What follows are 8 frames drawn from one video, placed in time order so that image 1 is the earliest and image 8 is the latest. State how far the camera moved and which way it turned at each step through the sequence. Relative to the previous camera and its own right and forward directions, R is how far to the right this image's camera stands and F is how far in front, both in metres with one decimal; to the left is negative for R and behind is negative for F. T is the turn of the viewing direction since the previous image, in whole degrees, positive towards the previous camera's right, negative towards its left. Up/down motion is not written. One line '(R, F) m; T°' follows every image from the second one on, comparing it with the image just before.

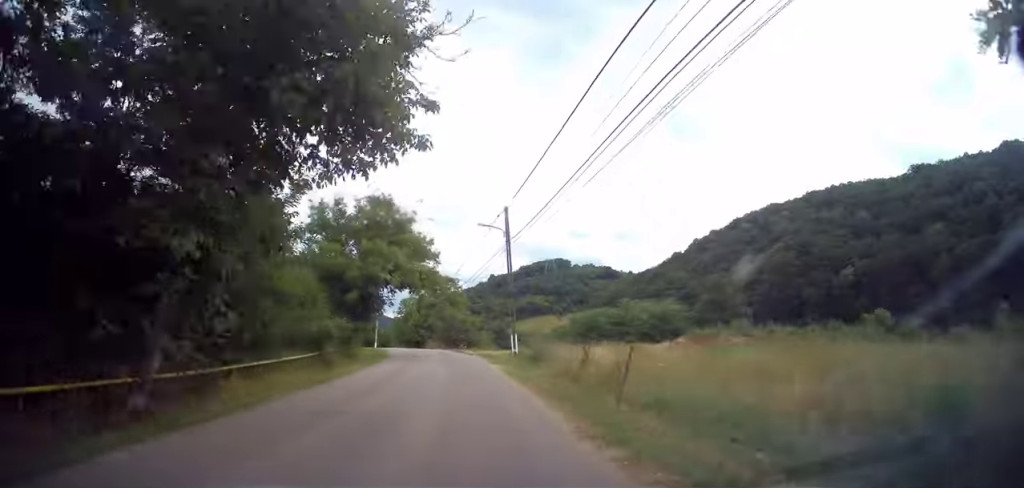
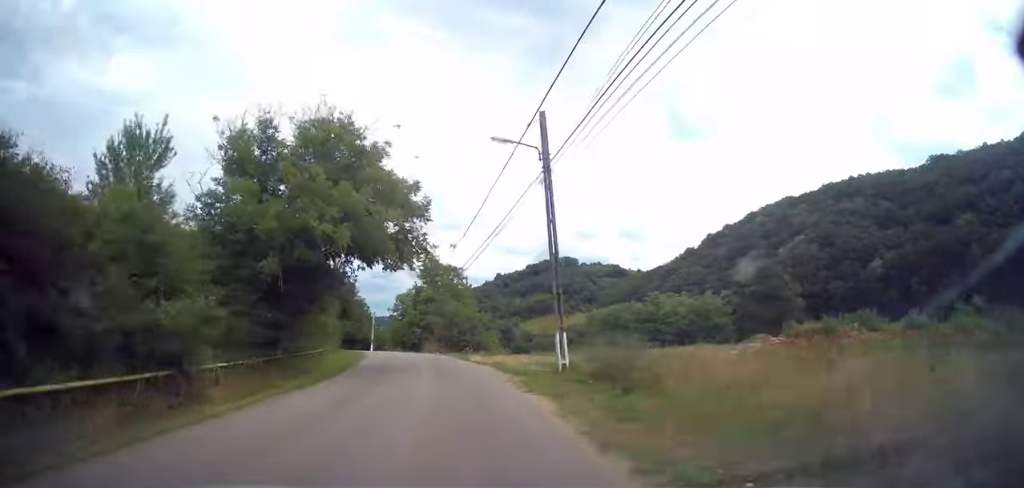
(-0.3, +12.5) m; -3°
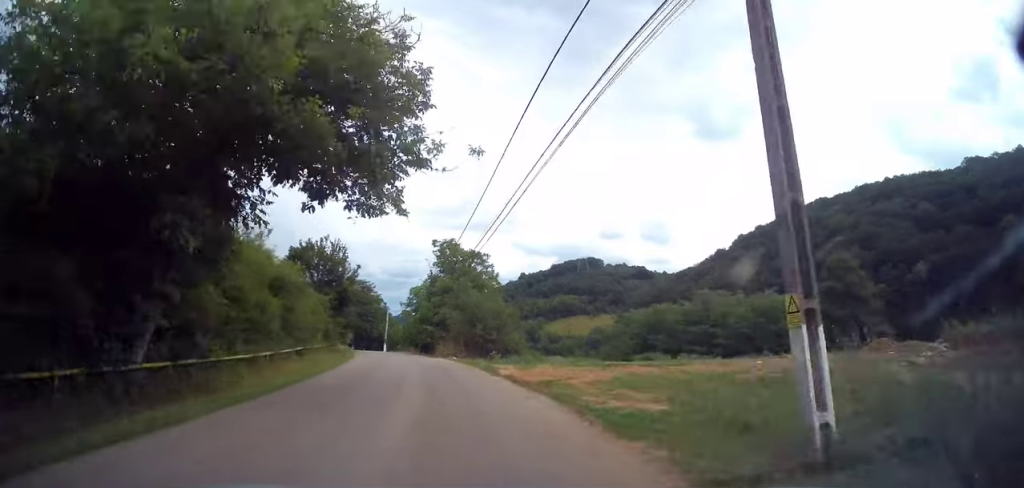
(-0.2, +10.5) m; -2°
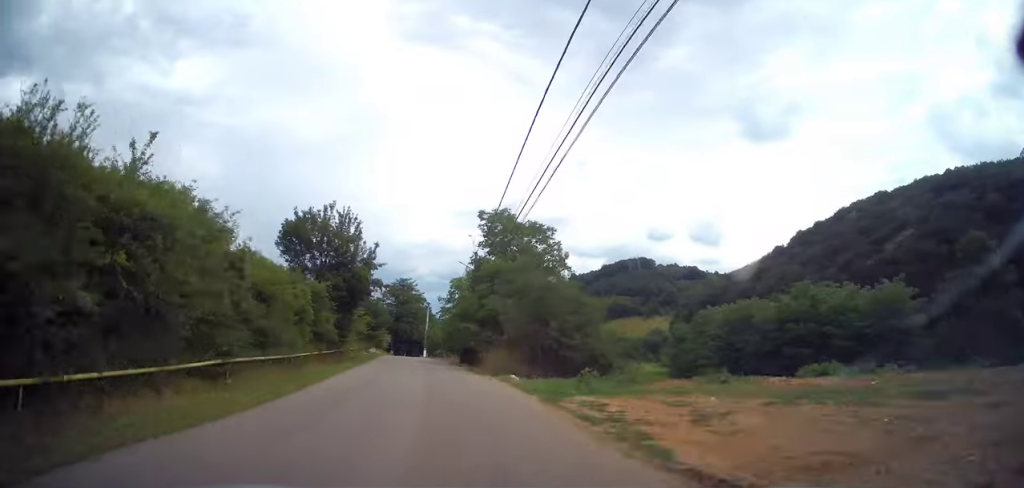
(-0.4, +13.5) m; -3°
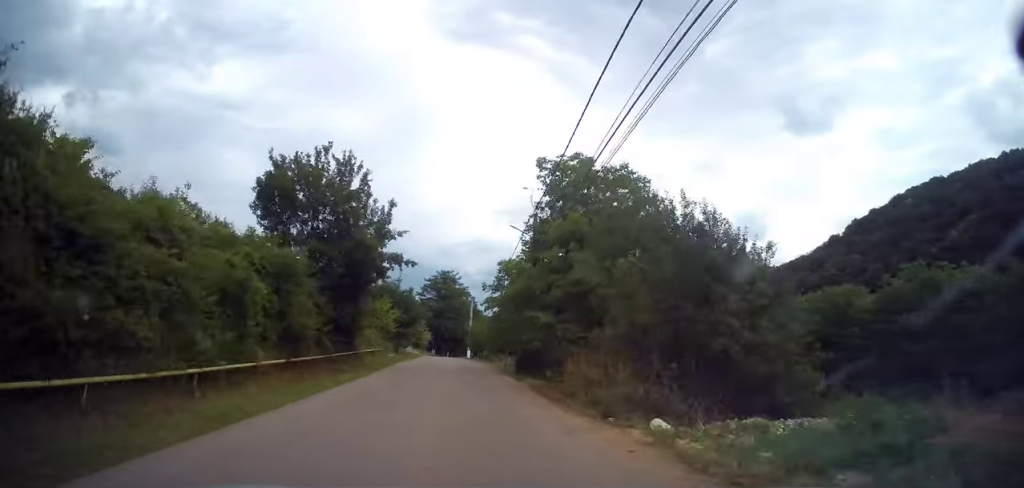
(-0.1, +11.4) m; -3°
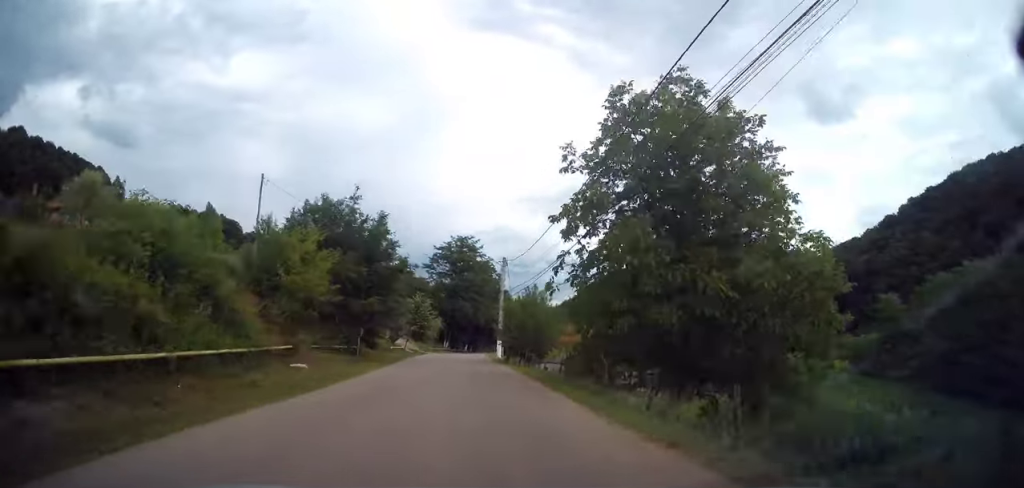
(-1.7, +29.2) m; -4°
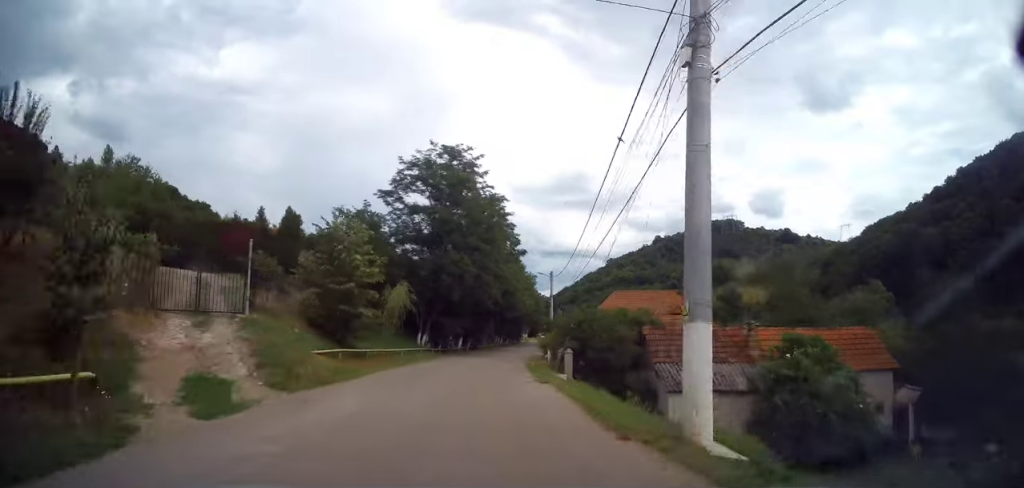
(0.0, +39.4) m; +1°
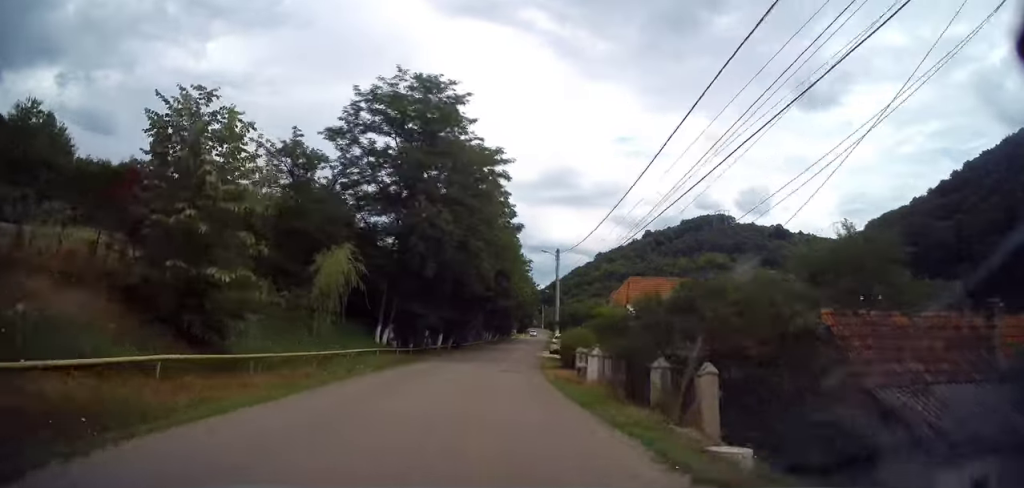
(+0.2, +12.9) m; +1°
